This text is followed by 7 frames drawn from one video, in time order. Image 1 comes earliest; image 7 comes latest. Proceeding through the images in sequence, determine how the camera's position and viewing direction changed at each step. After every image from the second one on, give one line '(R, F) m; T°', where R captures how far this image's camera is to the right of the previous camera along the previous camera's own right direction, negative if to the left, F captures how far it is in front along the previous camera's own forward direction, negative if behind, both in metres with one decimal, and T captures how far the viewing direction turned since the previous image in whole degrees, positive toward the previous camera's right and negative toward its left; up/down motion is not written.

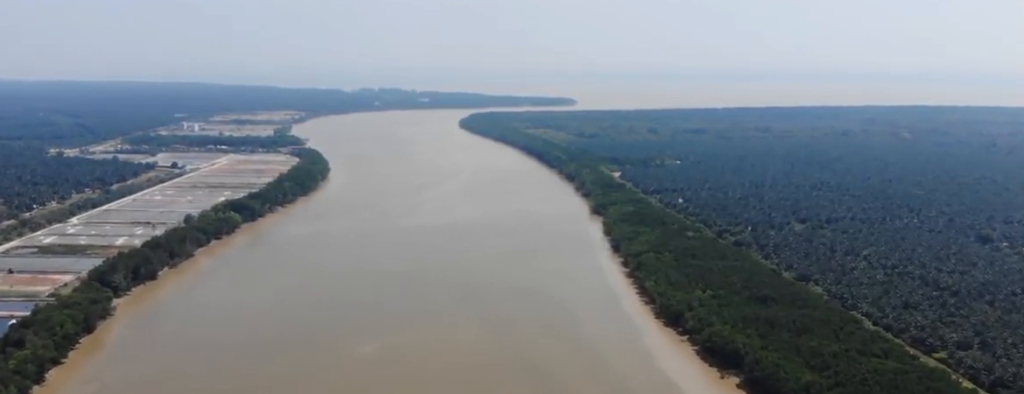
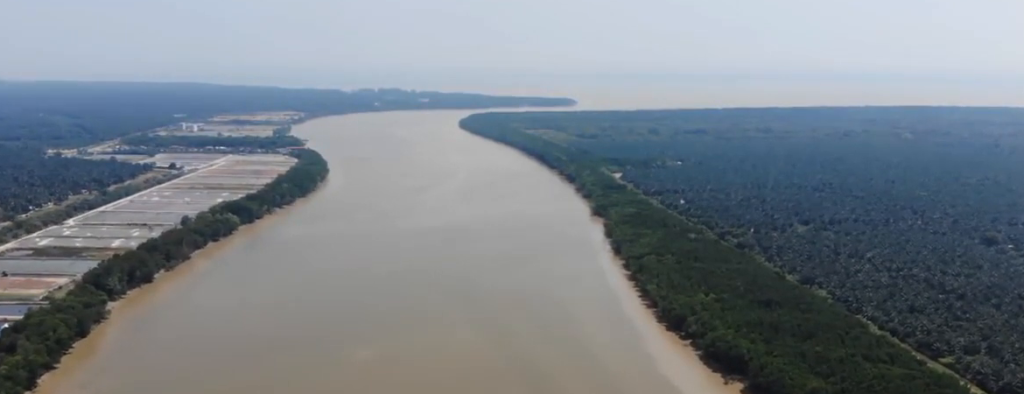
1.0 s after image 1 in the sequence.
(0.0, +7.8) m; 0°
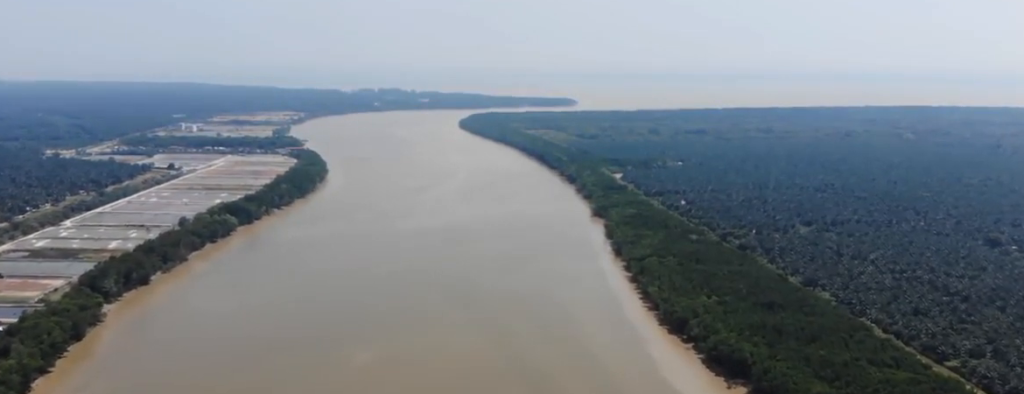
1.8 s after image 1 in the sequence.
(0.0, +5.8) m; 0°
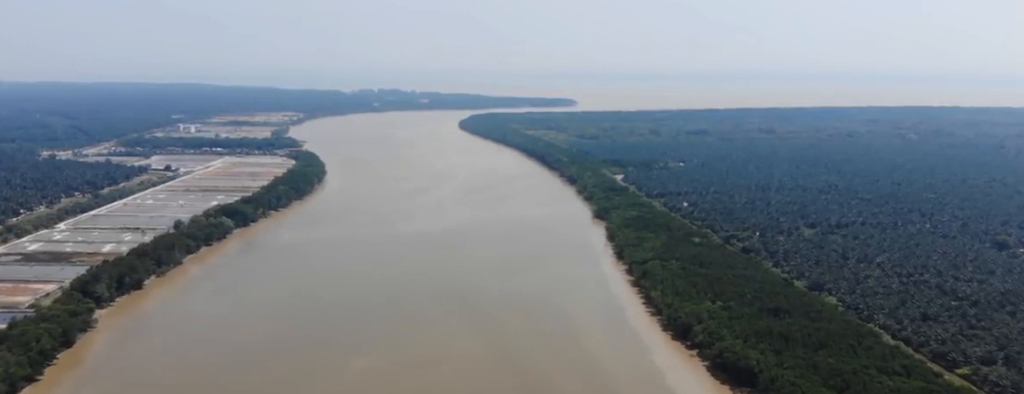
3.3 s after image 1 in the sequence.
(0.0, +11.6) m; 0°
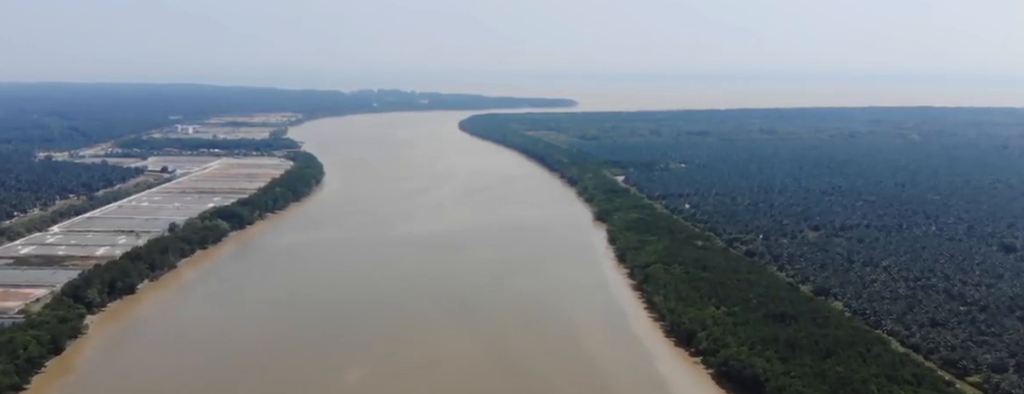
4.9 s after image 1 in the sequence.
(0.0, +11.4) m; 0°
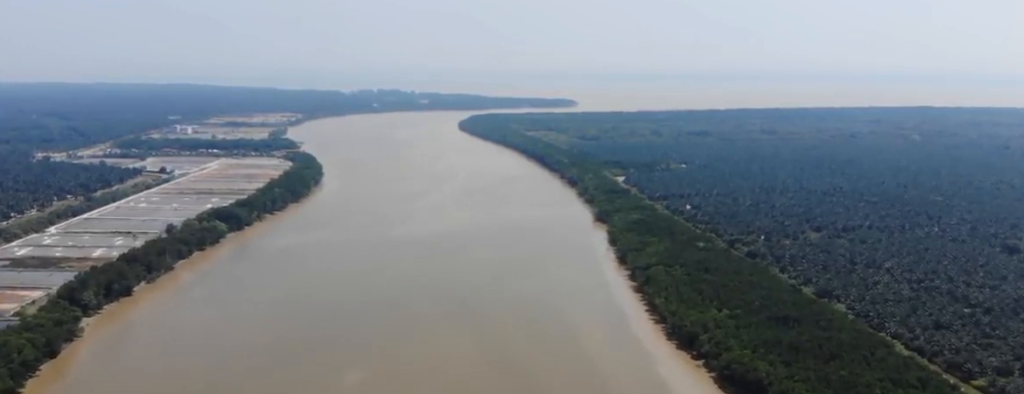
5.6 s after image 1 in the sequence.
(0.0, +5.2) m; 0°
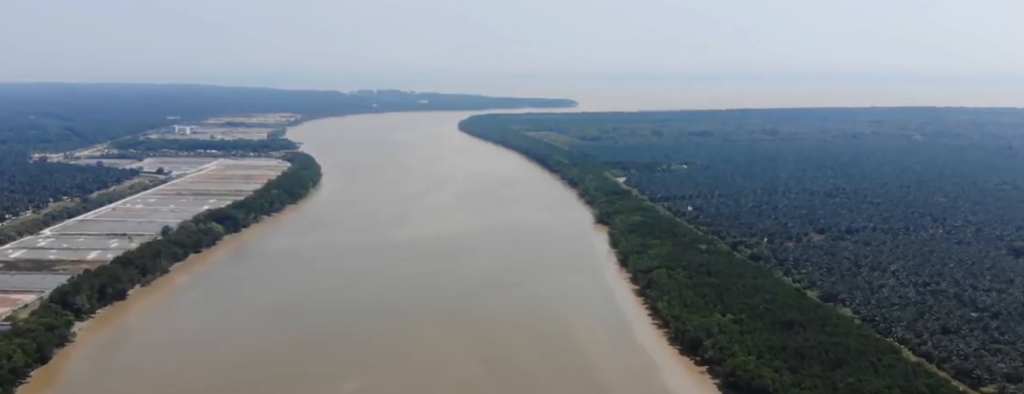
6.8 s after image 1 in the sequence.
(0.0, +9.1) m; +1°
